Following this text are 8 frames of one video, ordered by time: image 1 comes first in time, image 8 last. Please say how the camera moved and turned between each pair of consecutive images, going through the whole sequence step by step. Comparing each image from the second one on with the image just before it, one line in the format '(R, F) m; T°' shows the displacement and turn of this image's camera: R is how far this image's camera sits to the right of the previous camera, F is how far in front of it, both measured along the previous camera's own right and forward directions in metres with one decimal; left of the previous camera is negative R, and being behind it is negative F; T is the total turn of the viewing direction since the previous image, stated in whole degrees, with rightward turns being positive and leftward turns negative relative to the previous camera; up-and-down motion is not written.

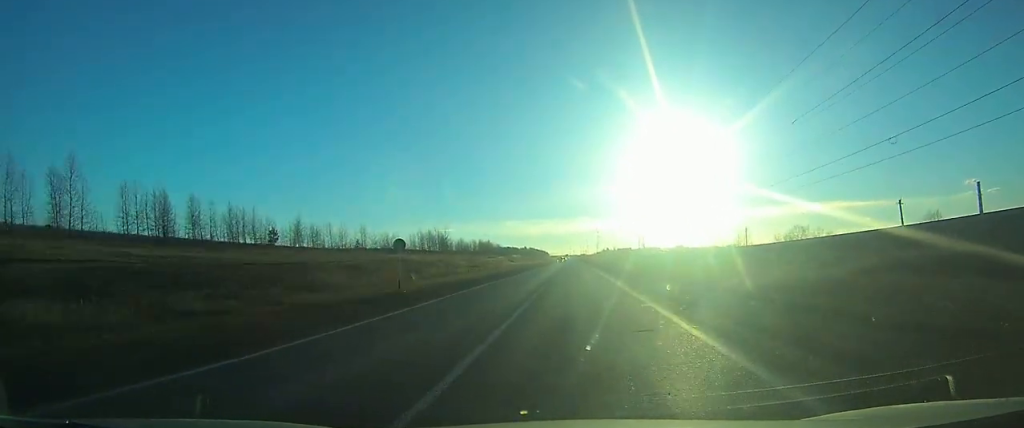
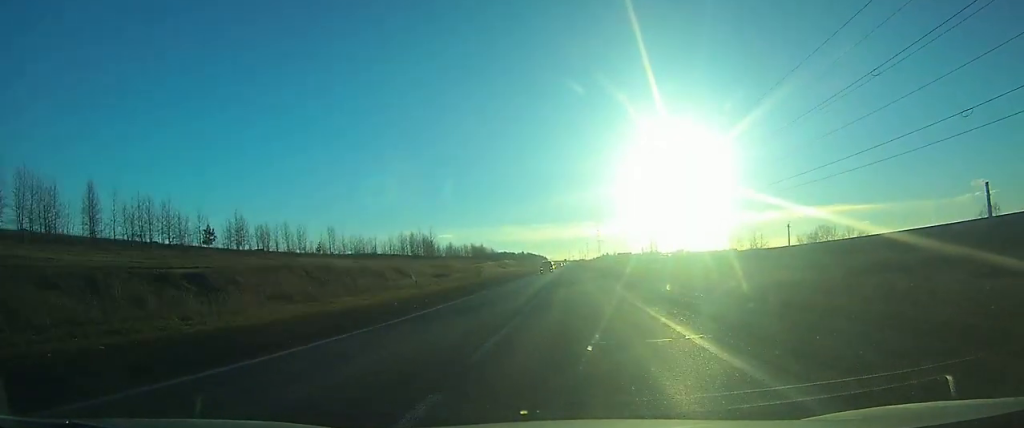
(0.0, +25.1) m; 0°
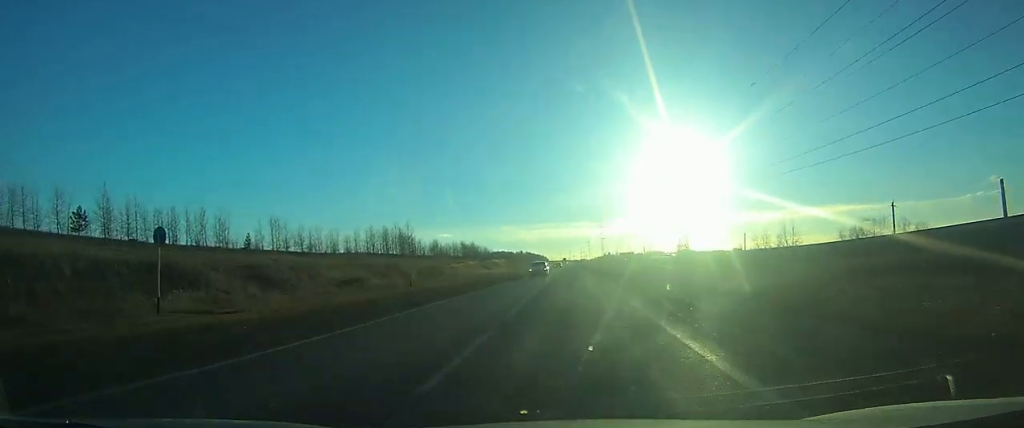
(+0.1, +32.7) m; 0°
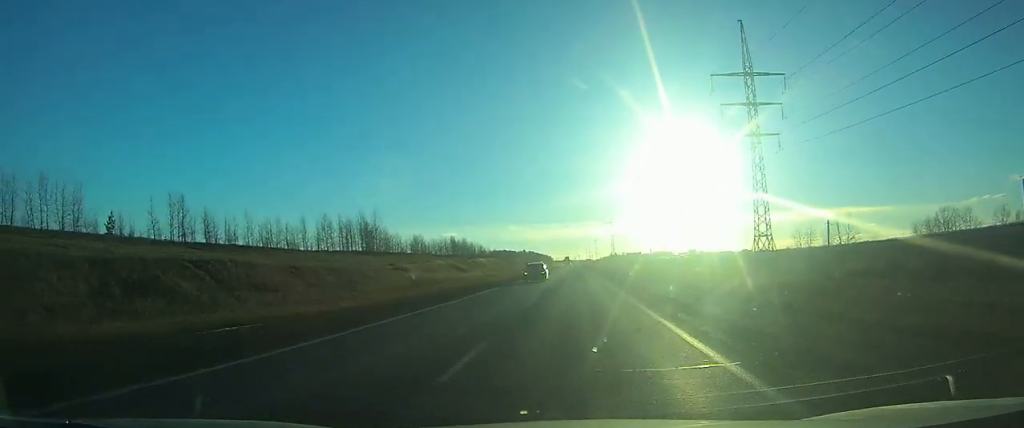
(+0.1, +37.8) m; 0°
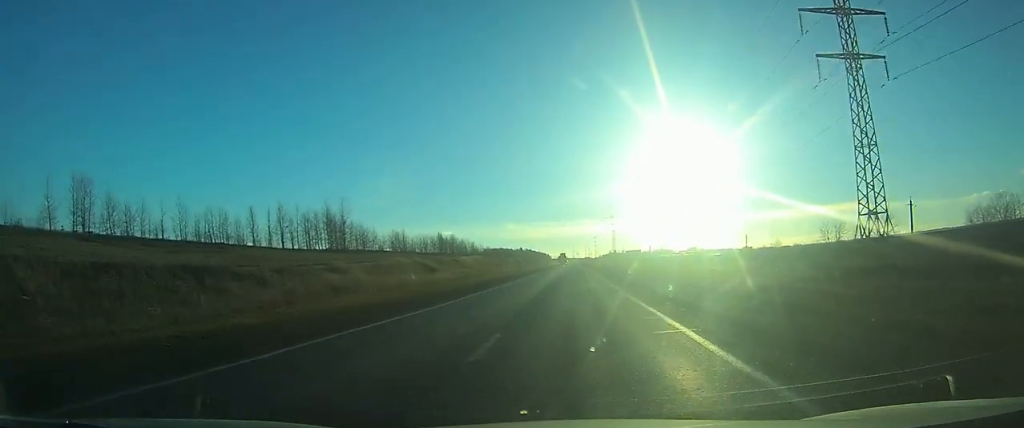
(+0.1, +23.5) m; 0°
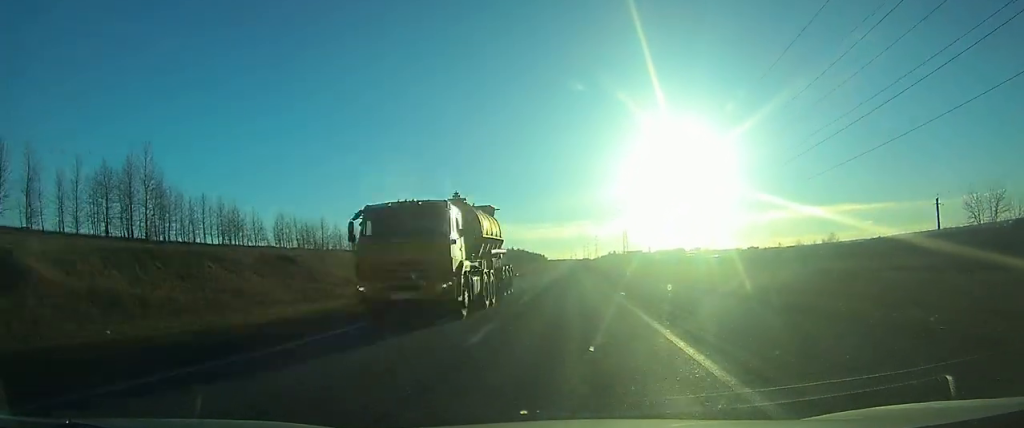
(-0.2, +70.9) m; -1°
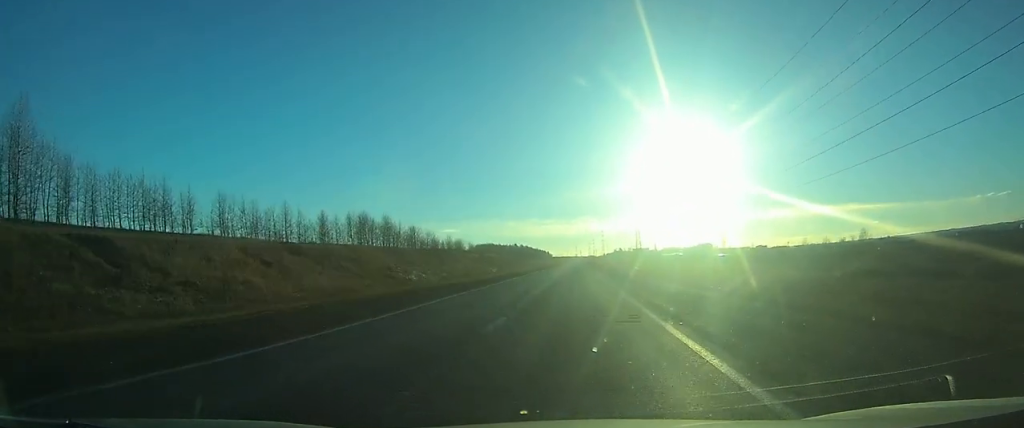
(-0.1, +22.5) m; 0°
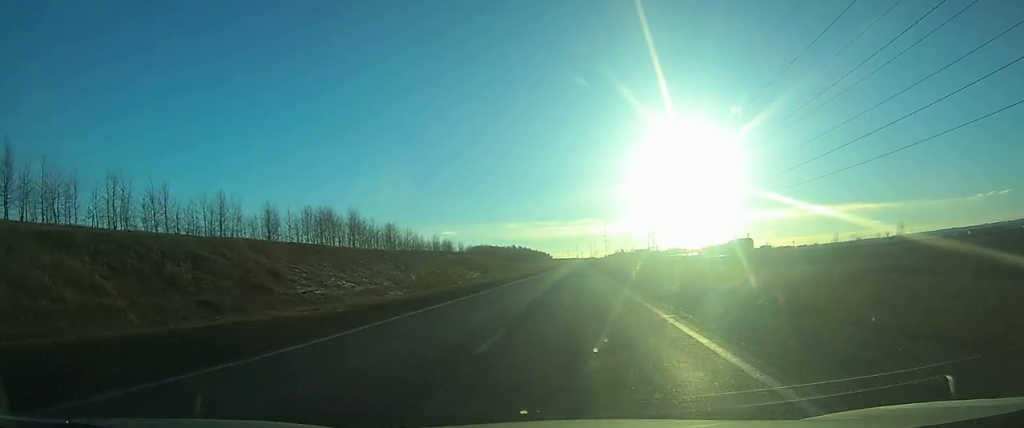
(-0.1, +24.5) m; 0°
